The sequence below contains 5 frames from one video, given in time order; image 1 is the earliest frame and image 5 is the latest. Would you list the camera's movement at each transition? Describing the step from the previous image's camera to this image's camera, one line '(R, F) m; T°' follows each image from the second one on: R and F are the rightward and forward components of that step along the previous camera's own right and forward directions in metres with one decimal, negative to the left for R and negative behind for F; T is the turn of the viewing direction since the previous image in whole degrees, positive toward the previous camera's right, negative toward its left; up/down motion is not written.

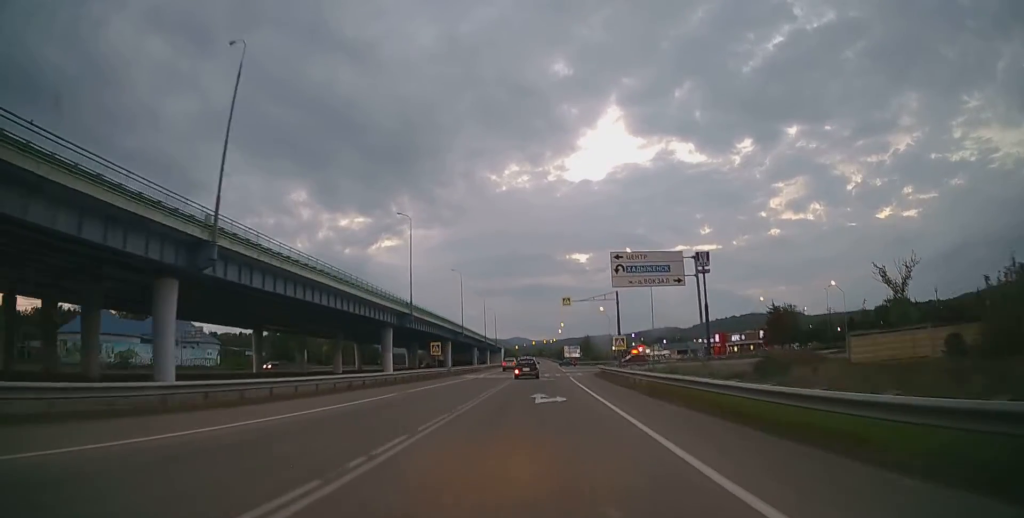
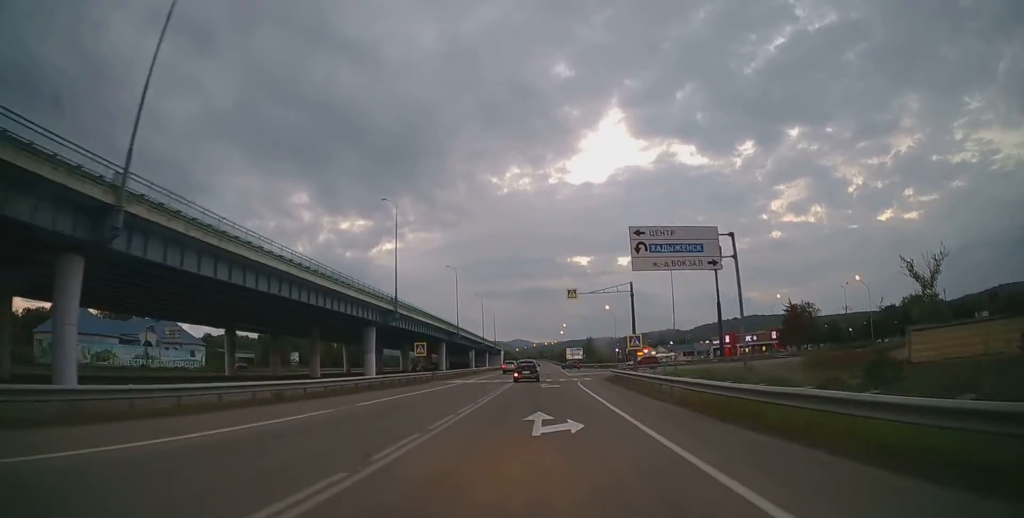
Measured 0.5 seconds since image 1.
(-0.3, +7.4) m; +1°
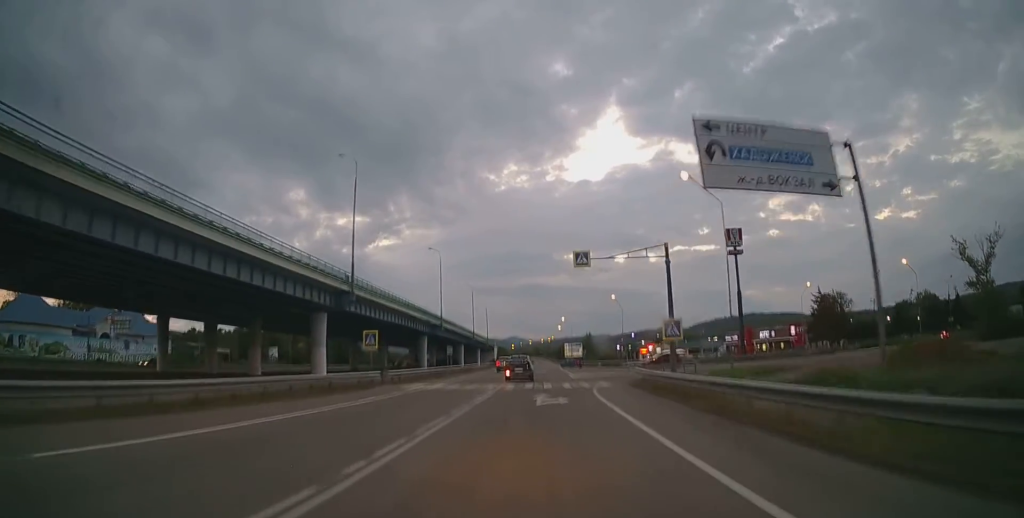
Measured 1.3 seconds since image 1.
(0.0, +13.0) m; +1°
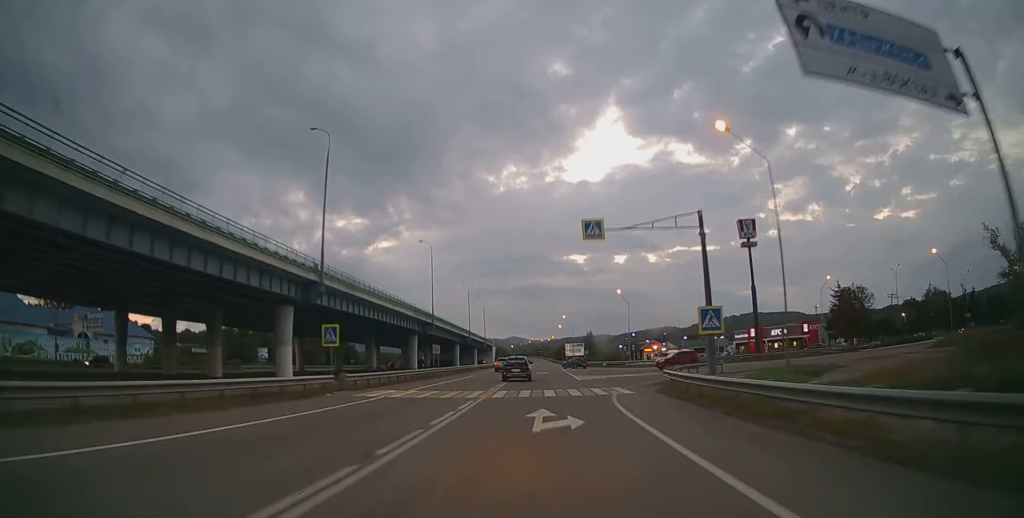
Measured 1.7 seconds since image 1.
(+0.5, +6.7) m; 0°
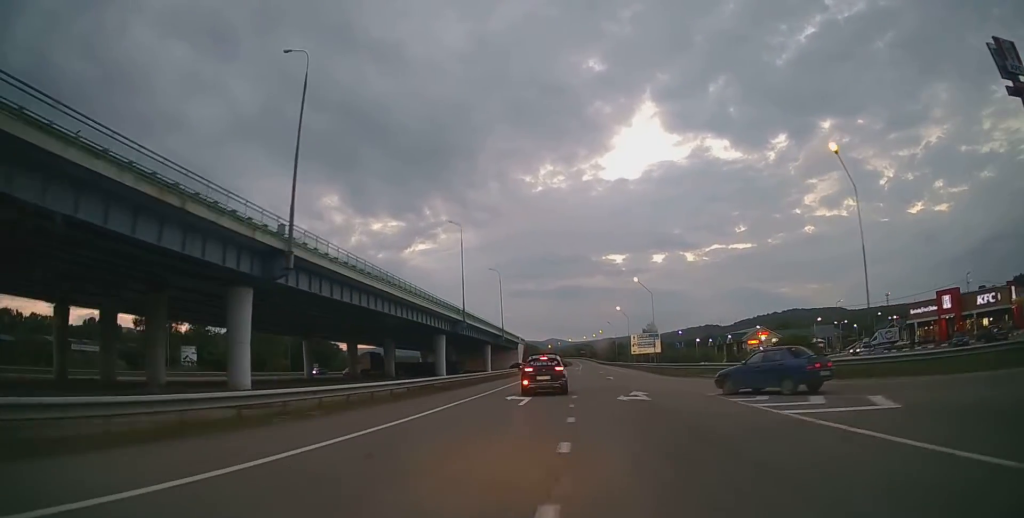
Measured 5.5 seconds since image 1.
(-1.8, +55.2) m; -6°
